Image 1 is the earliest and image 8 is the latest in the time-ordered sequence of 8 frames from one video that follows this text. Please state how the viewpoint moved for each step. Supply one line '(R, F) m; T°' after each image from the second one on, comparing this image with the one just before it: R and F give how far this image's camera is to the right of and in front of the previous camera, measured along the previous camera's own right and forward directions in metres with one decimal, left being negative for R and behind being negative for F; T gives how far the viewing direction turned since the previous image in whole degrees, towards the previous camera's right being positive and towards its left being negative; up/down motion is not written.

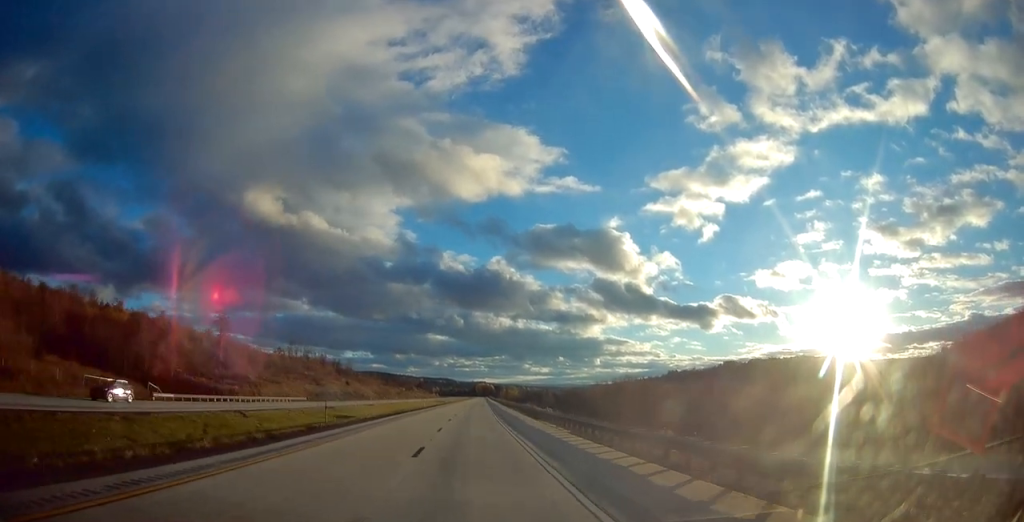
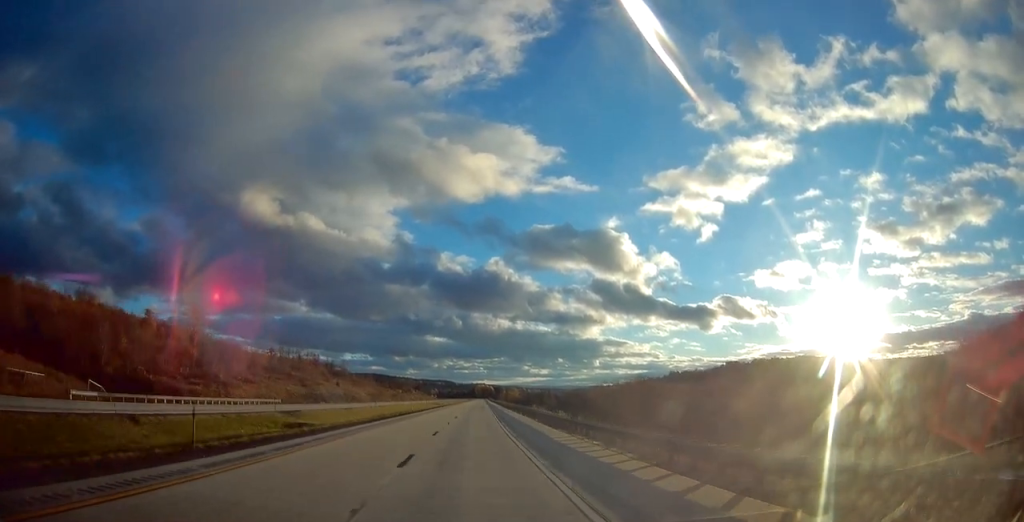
(-0.1, +14.3) m; 0°
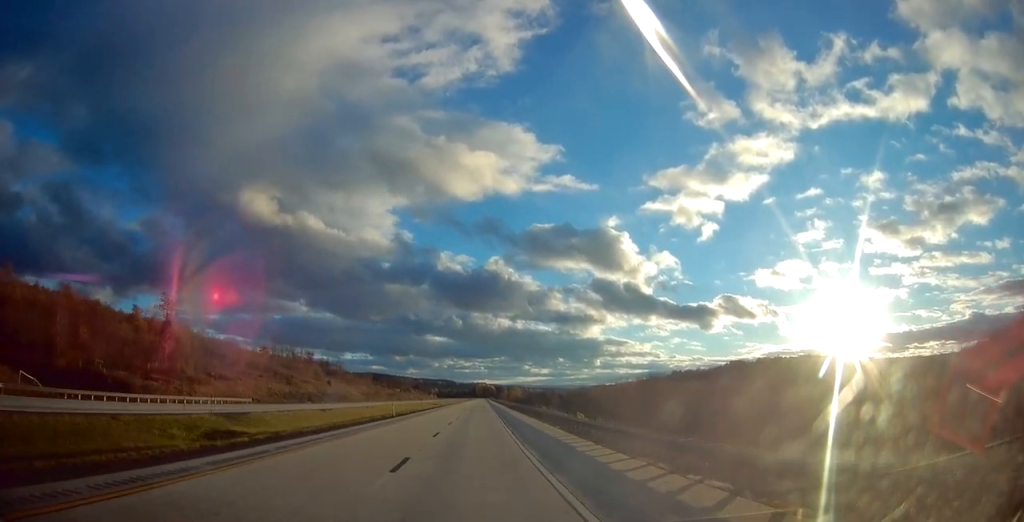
(0.0, +13.2) m; 0°
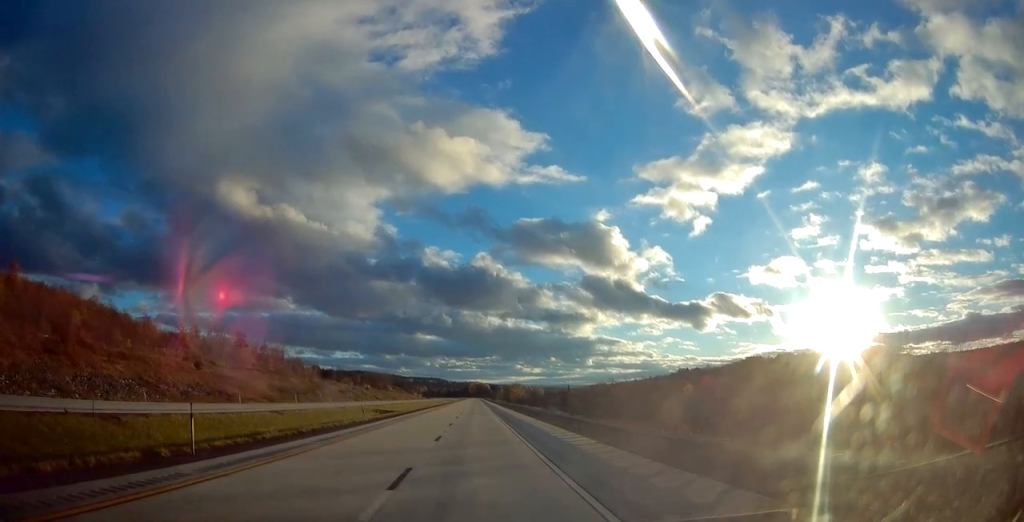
(+0.4, +87.4) m; +1°
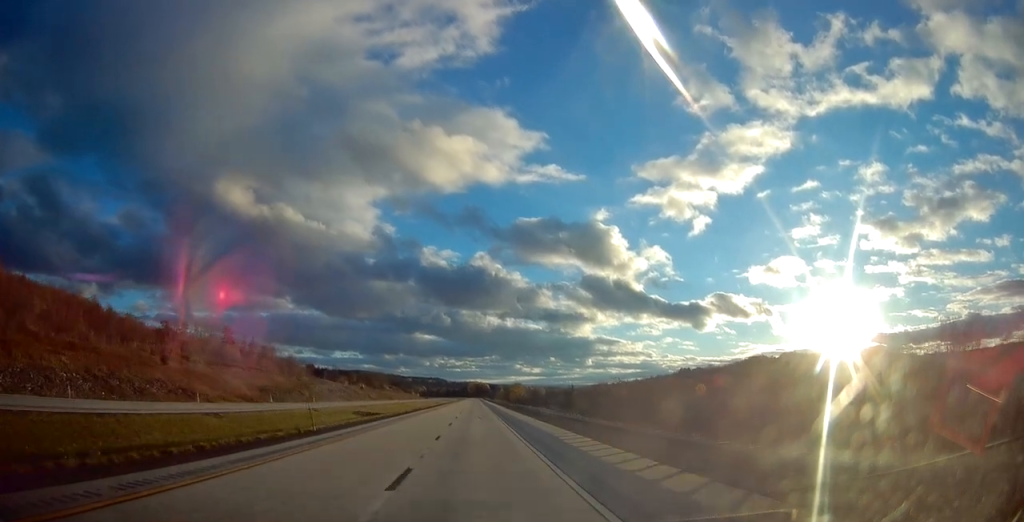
(-0.2, +12.2) m; 0°
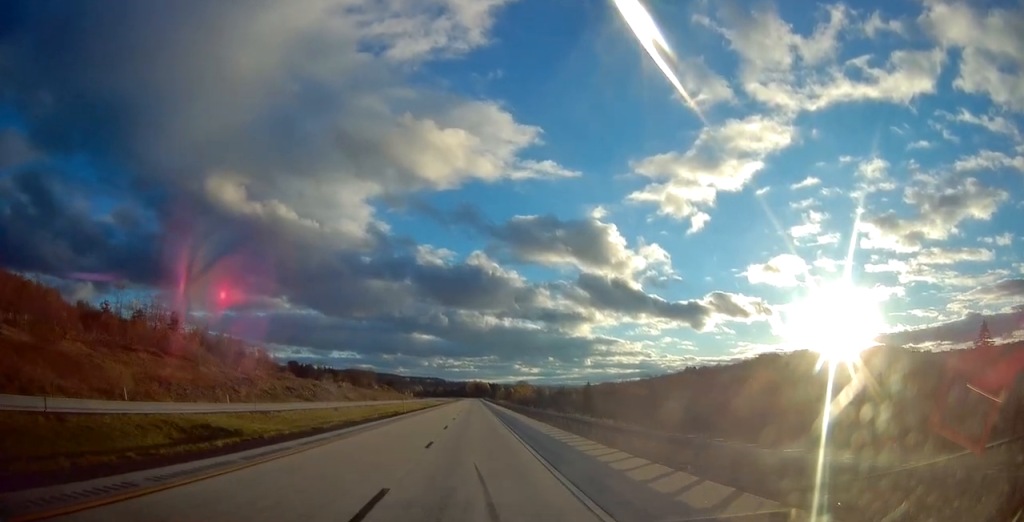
(+0.2, +39.7) m; 0°
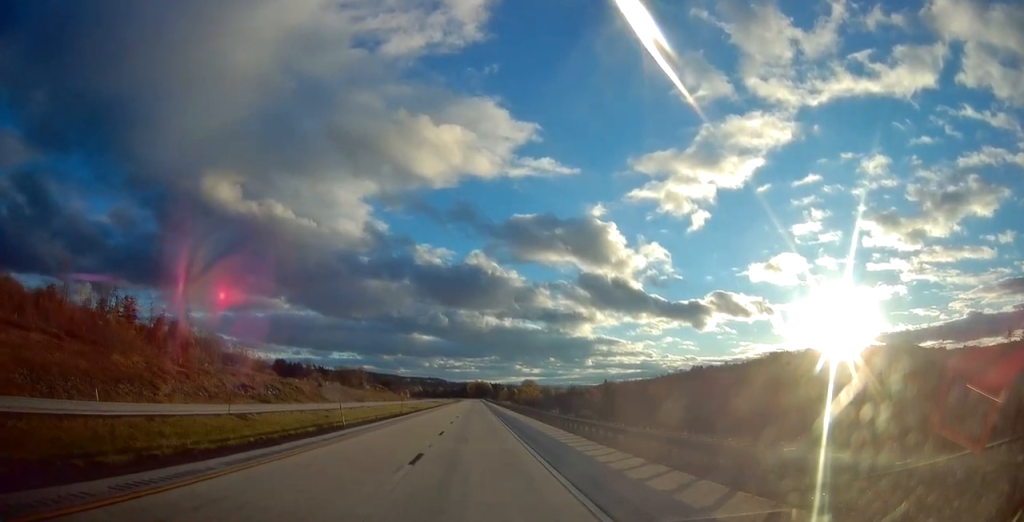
(-0.1, +28.7) m; 0°
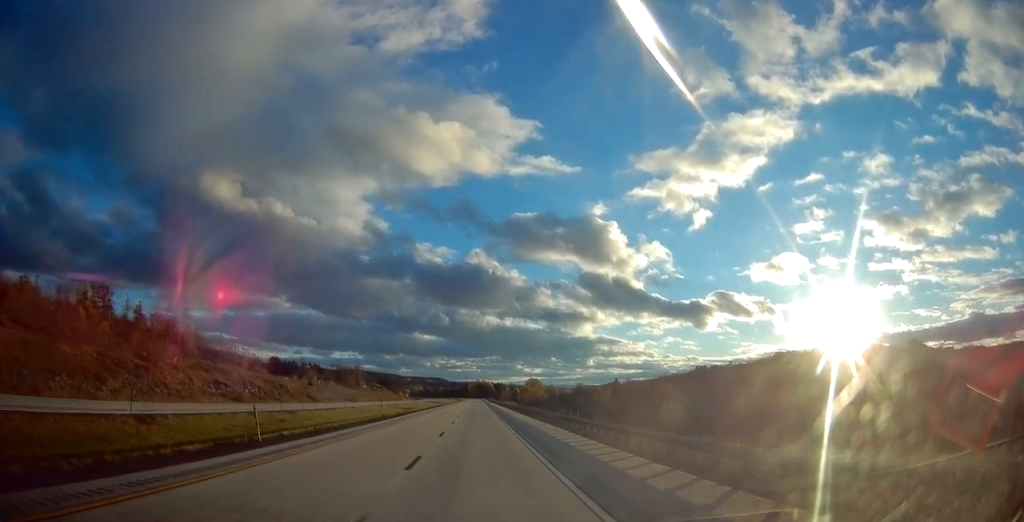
(0.0, +13.3) m; 0°
